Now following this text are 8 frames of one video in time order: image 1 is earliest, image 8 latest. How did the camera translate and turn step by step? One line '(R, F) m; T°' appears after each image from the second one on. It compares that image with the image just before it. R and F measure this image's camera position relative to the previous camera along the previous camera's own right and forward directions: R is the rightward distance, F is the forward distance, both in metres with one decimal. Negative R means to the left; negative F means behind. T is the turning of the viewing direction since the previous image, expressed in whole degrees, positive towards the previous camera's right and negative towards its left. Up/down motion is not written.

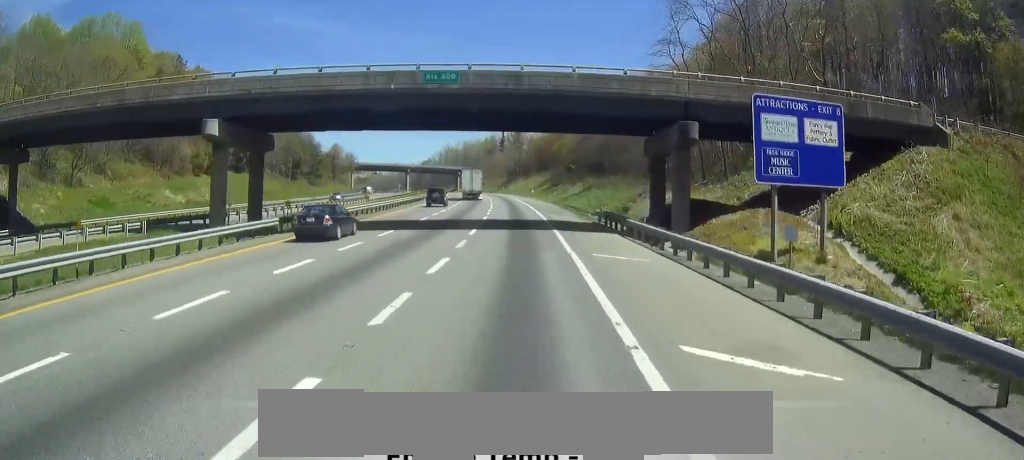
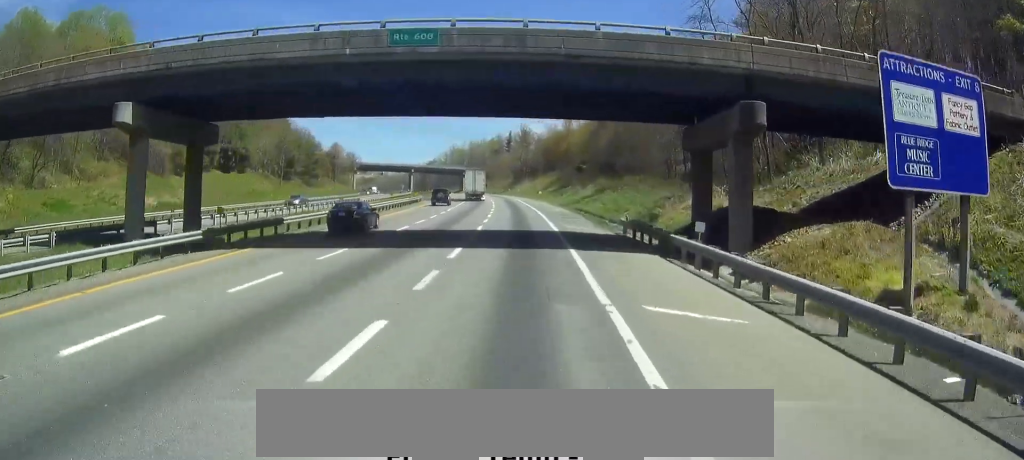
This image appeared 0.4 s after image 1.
(-0.2, +9.3) m; -1°
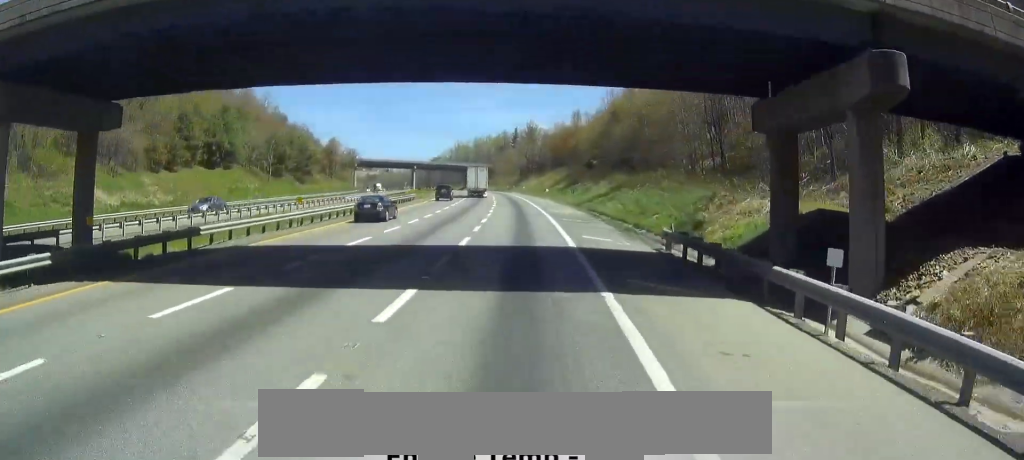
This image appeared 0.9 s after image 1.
(0.0, +10.1) m; -1°
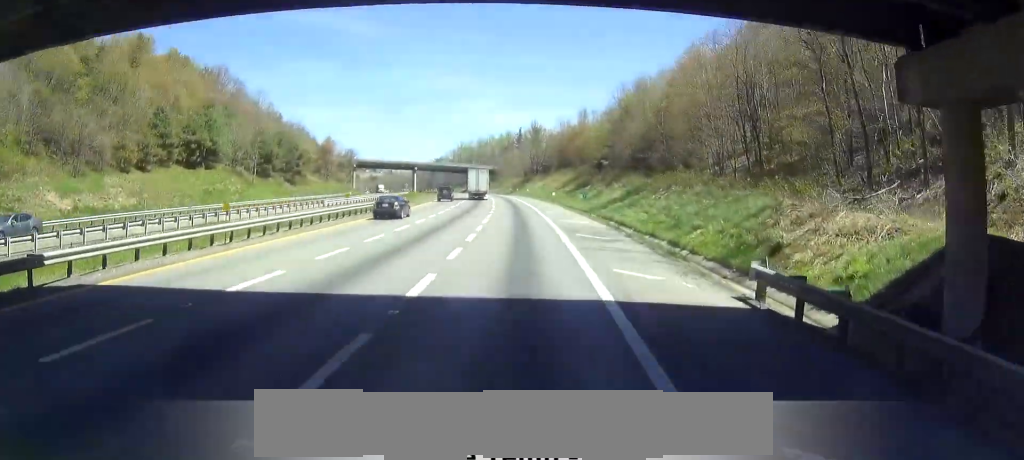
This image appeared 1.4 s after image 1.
(-0.2, +9.9) m; -1°
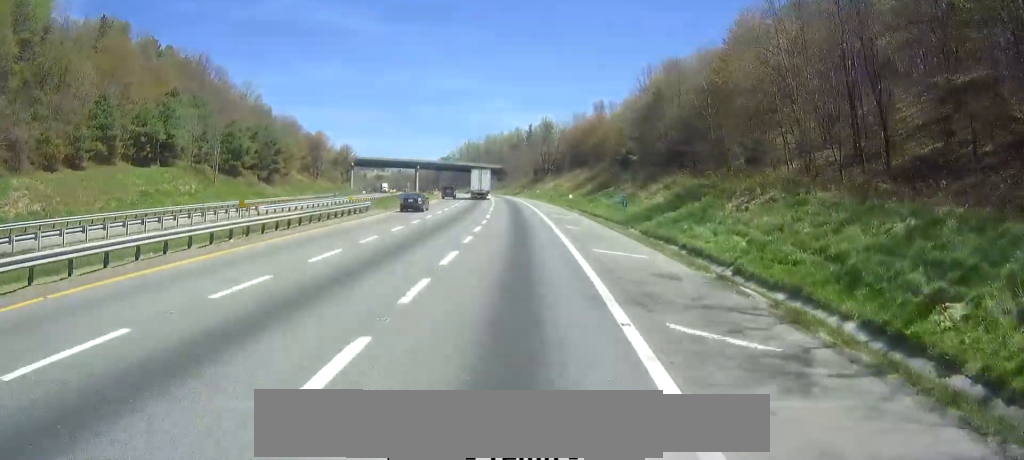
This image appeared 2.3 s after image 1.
(-0.4, +19.8) m; -2°
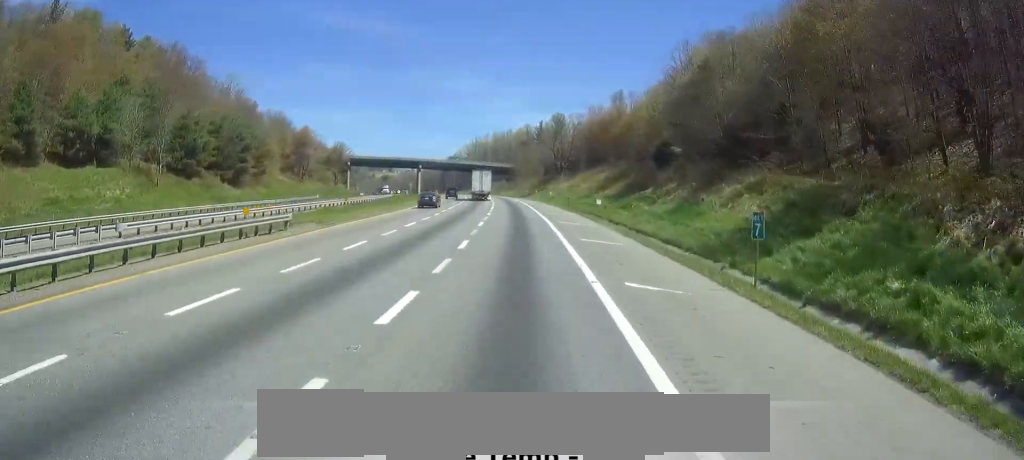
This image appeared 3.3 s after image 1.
(-0.2, +20.7) m; -1°
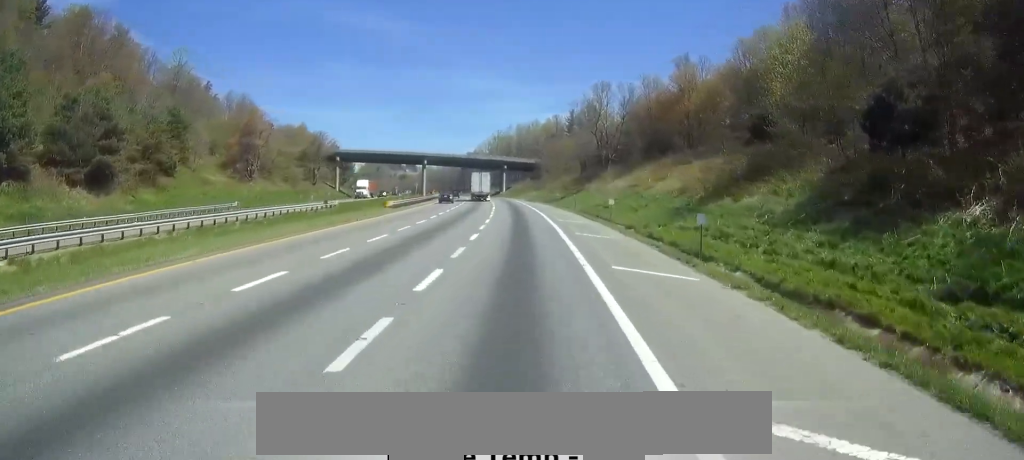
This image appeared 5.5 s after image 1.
(-0.5, +47.8) m; -1°
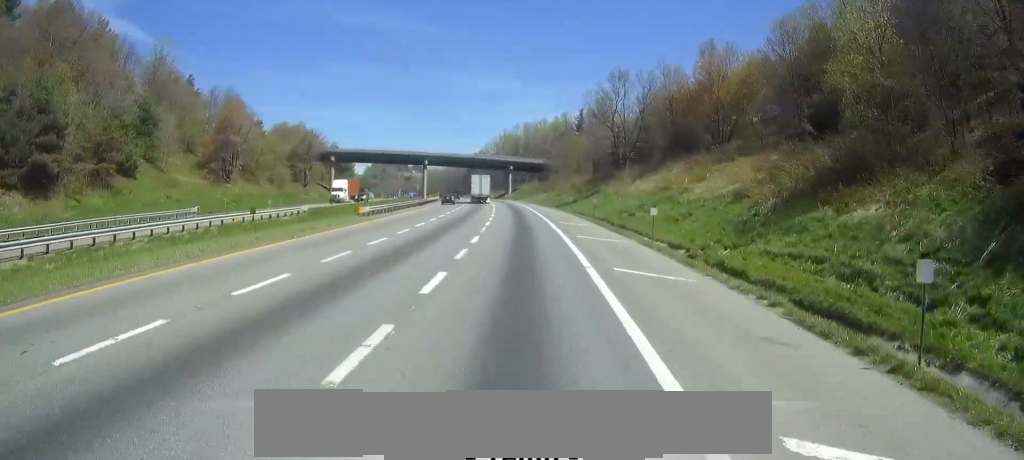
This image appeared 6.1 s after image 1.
(+0.1, +12.7) m; 0°
